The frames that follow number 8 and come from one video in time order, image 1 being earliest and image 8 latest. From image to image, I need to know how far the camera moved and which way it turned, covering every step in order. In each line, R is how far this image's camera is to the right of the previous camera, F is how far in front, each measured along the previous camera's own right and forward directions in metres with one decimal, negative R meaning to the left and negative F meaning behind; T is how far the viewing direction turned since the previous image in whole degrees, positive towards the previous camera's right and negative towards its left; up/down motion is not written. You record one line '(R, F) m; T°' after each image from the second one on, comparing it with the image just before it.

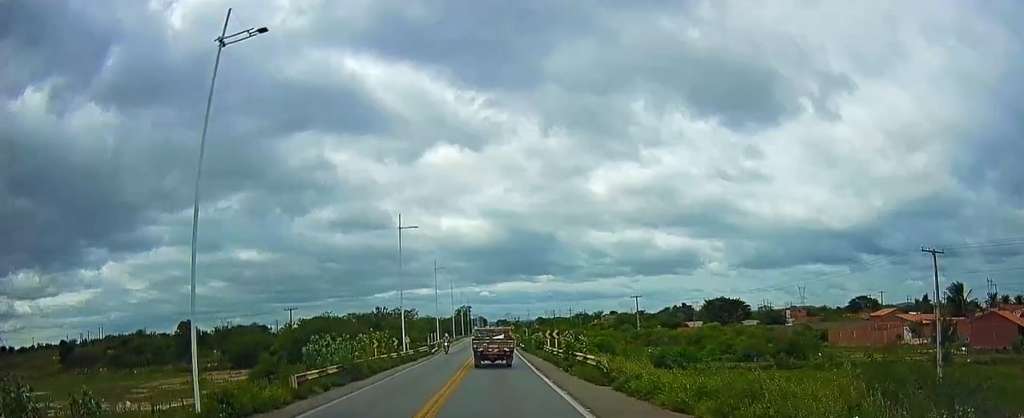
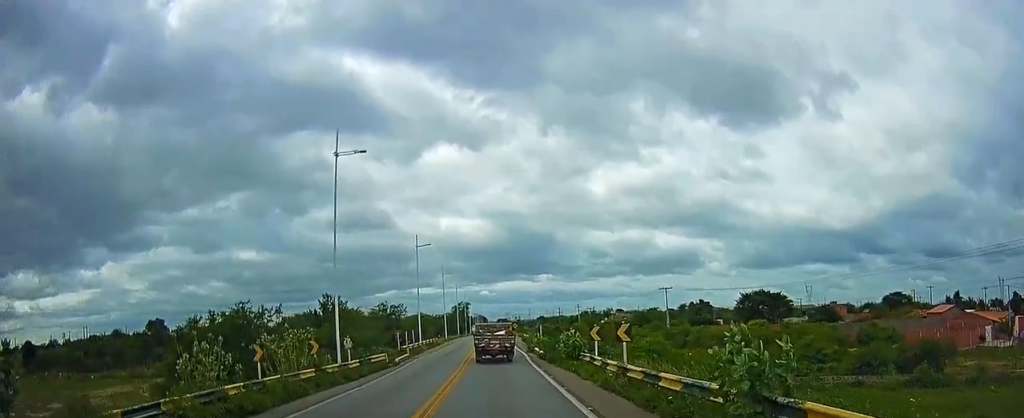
(+0.2, +19.6) m; +2°
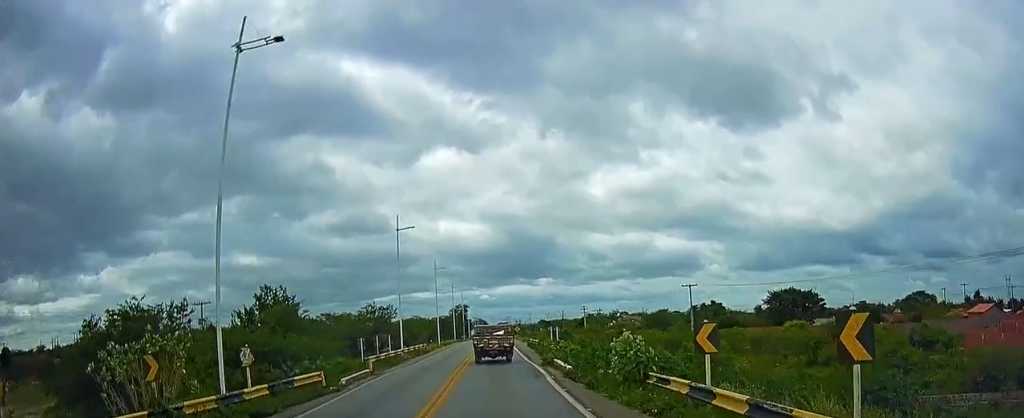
(+0.4, +12.2) m; -1°
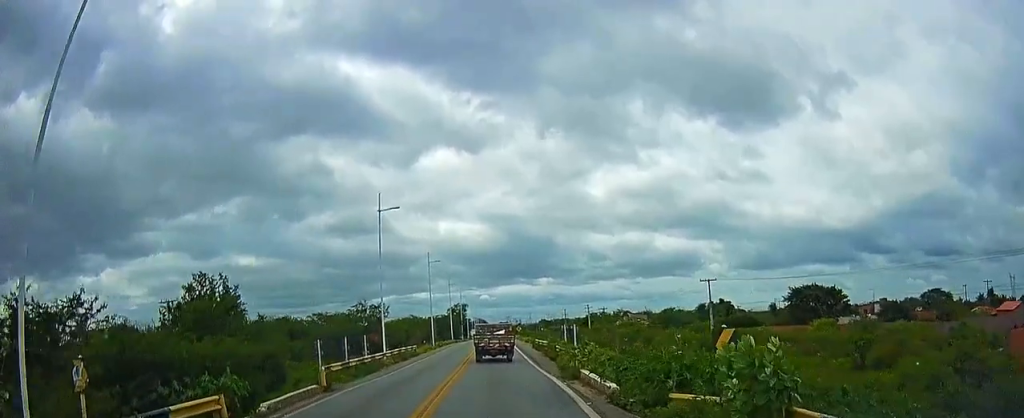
(-0.3, +7.9) m; -1°
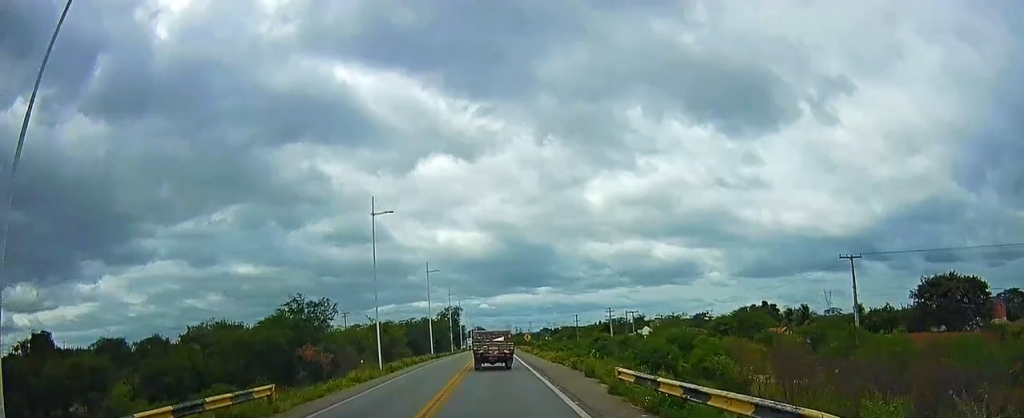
(+0.2, +34.6) m; +2°
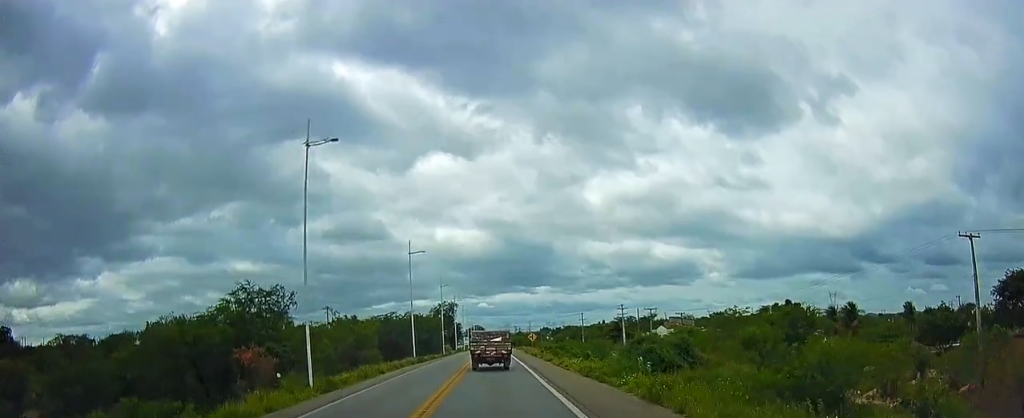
(-0.2, +14.9) m; 0°
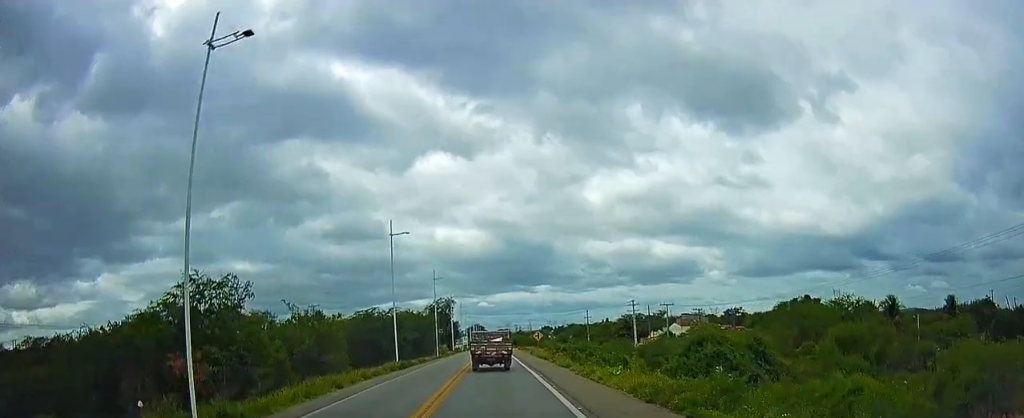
(+0.1, +10.0) m; 0°
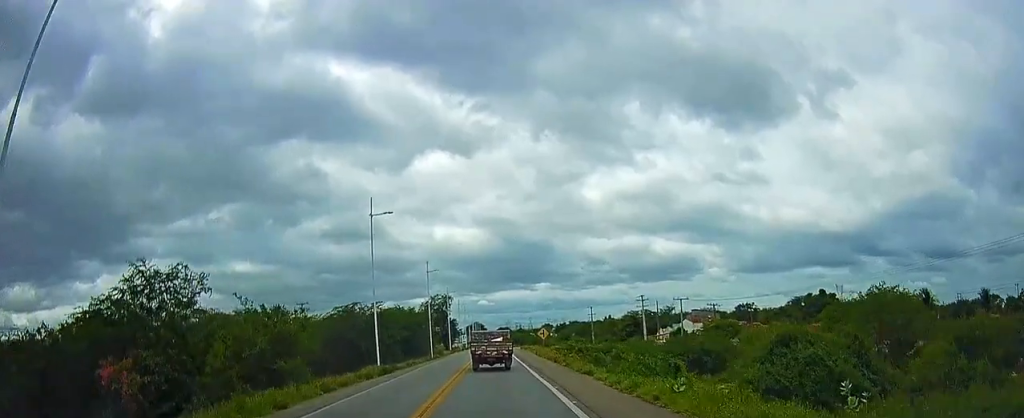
(+0.2, +7.5) m; 0°
